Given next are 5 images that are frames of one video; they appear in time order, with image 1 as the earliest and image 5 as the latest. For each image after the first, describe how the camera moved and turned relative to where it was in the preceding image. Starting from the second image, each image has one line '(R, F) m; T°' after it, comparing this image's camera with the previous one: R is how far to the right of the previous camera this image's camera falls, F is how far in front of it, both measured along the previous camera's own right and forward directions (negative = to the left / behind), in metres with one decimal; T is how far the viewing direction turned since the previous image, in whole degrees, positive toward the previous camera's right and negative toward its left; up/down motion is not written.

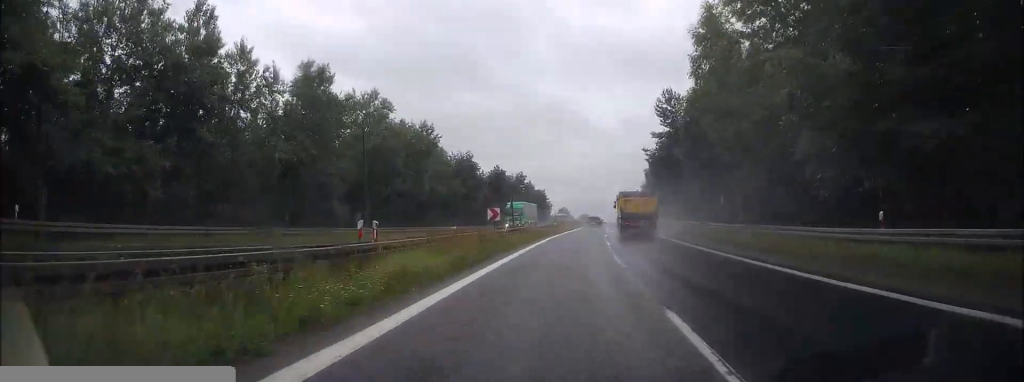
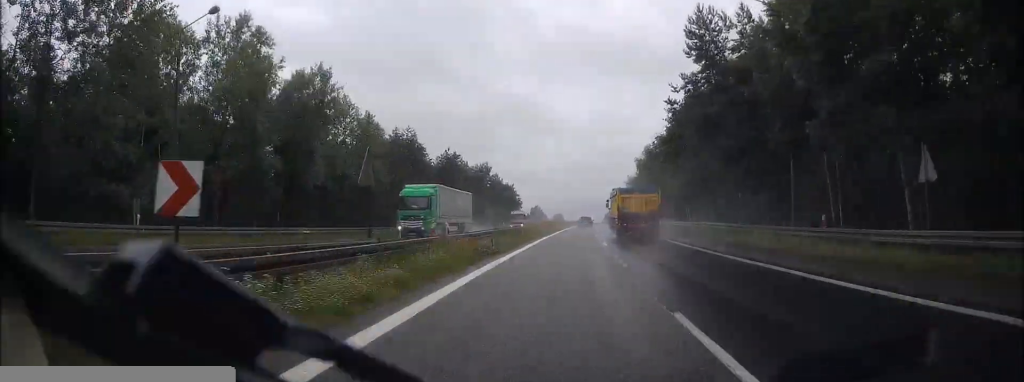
(+0.5, +24.5) m; +2°
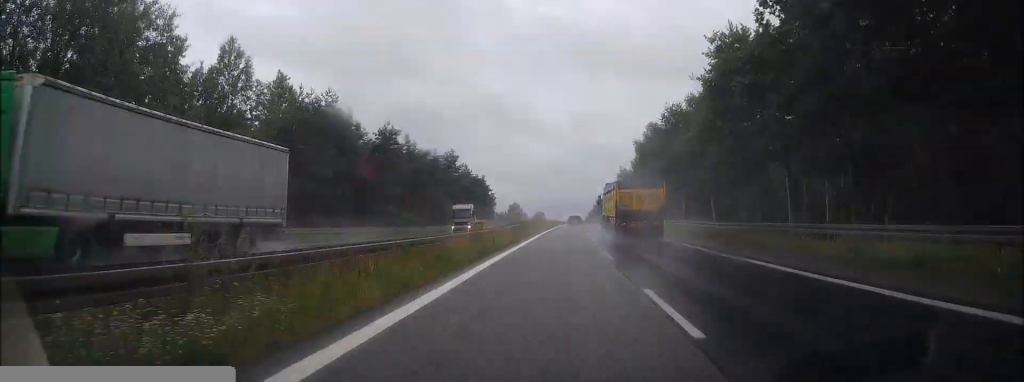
(+0.2, +21.7) m; +1°
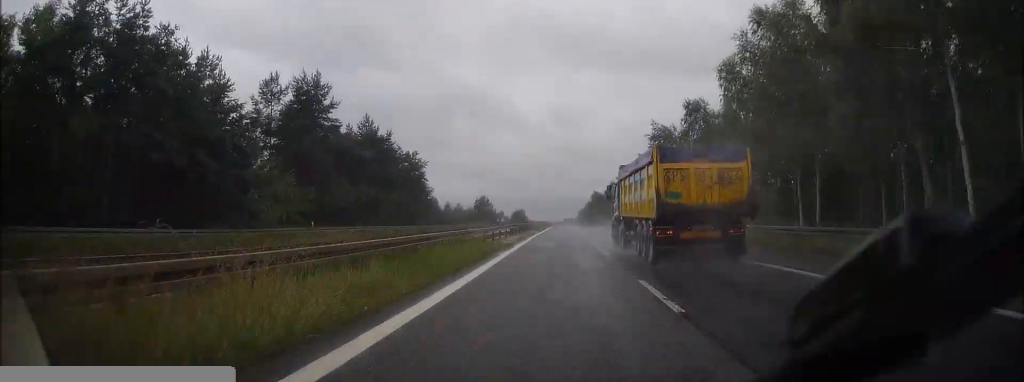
(+0.3, +60.4) m; 0°
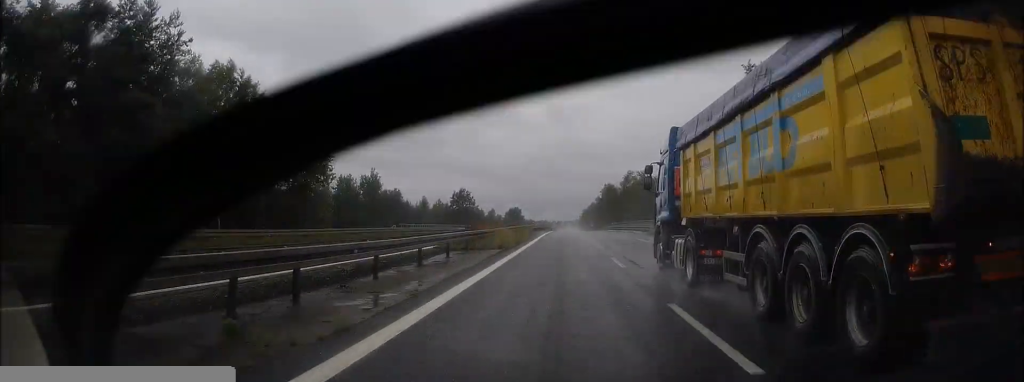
(+0.2, +41.1) m; +1°
